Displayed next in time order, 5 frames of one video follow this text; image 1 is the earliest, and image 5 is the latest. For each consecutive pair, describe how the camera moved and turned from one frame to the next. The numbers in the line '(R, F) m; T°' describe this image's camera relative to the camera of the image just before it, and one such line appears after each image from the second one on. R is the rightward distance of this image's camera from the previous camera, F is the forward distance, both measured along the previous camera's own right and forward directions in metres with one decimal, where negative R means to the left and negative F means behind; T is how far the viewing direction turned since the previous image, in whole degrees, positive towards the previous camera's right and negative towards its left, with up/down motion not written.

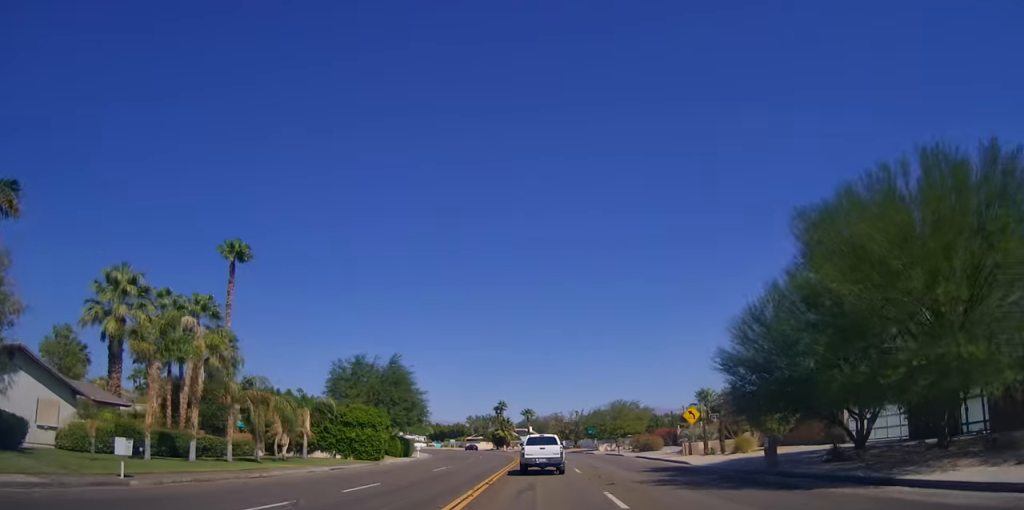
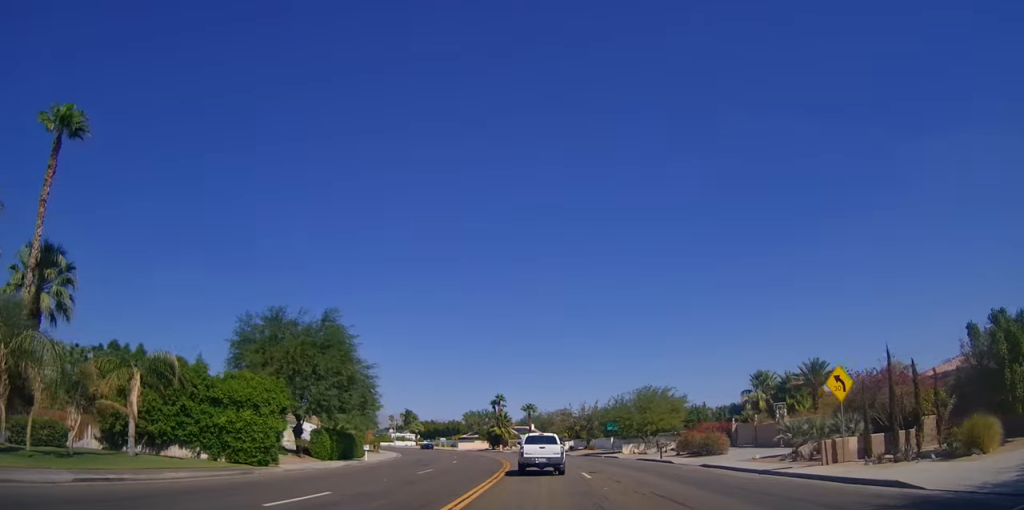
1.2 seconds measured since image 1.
(0.0, +20.6) m; 0°
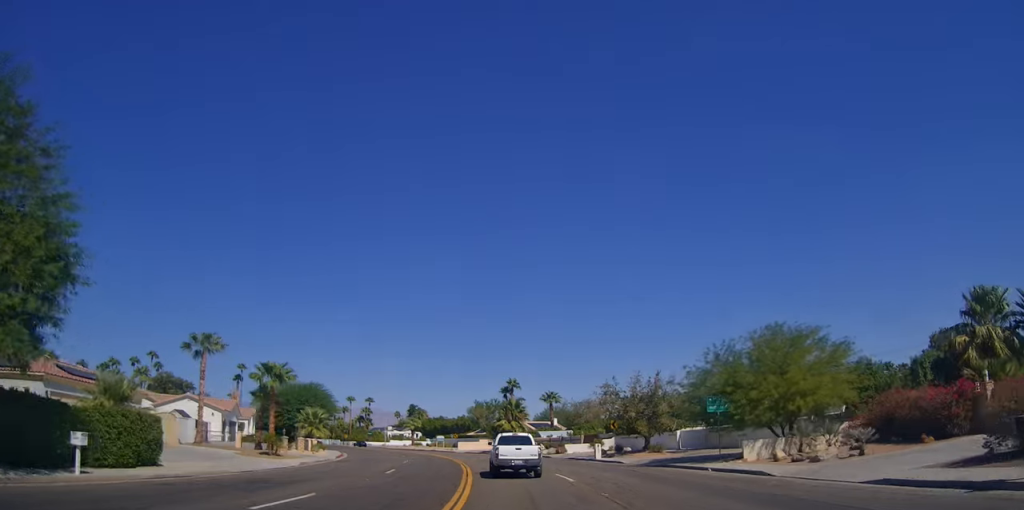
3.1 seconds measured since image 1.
(0.0, +31.9) m; 0°
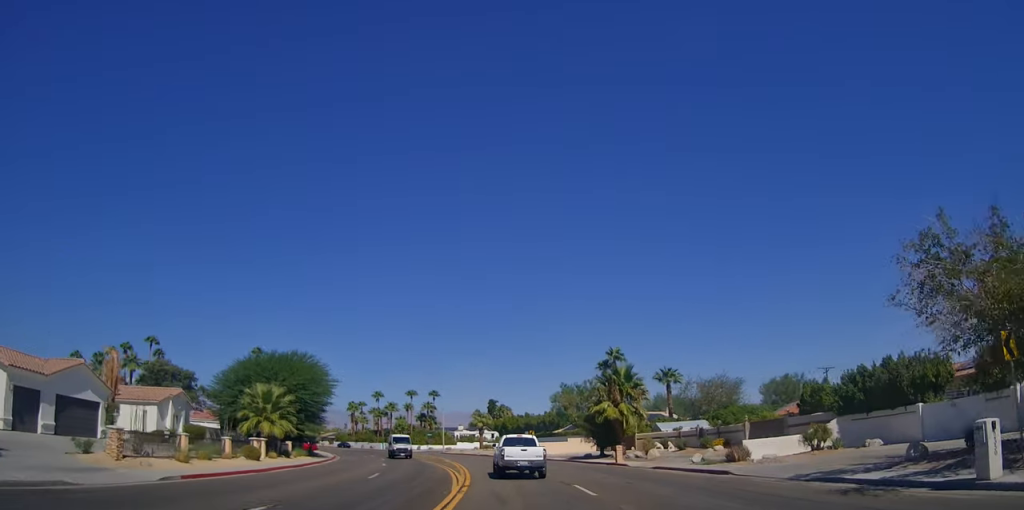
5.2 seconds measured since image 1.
(-0.5, +33.9) m; -5°
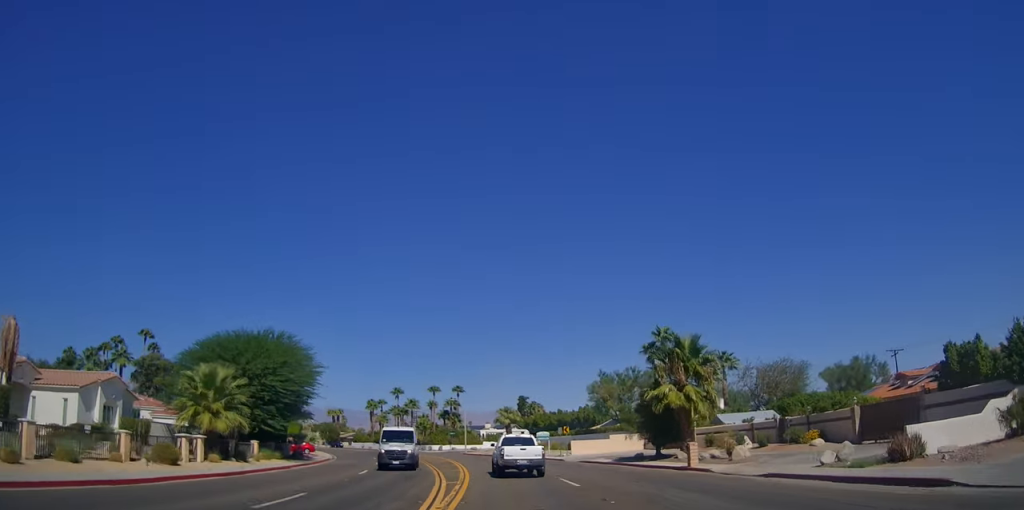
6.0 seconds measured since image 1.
(-0.7, +11.4) m; -3°
